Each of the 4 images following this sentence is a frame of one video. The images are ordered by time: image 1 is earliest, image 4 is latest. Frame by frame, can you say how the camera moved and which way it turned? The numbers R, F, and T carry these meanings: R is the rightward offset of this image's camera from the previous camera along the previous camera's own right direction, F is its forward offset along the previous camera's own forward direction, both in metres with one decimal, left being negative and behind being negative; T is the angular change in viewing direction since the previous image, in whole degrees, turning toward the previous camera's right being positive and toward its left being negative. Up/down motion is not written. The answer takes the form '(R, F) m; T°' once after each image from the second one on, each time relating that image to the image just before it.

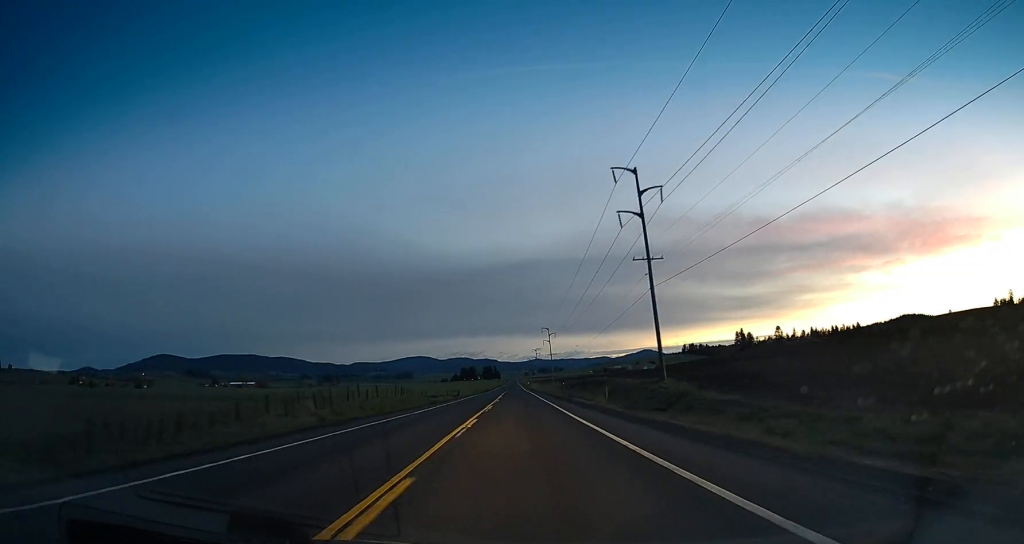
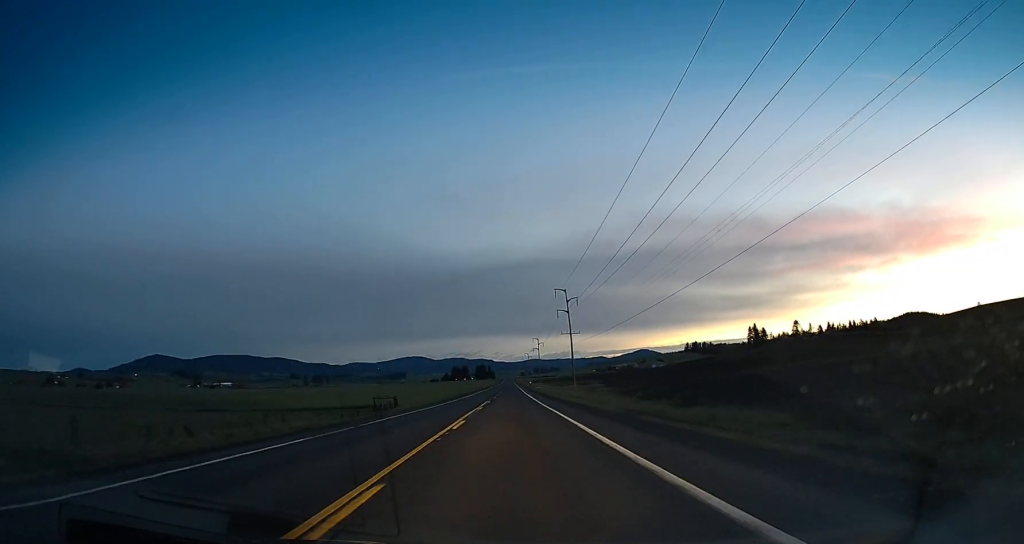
(+0.1, +76.6) m; 0°
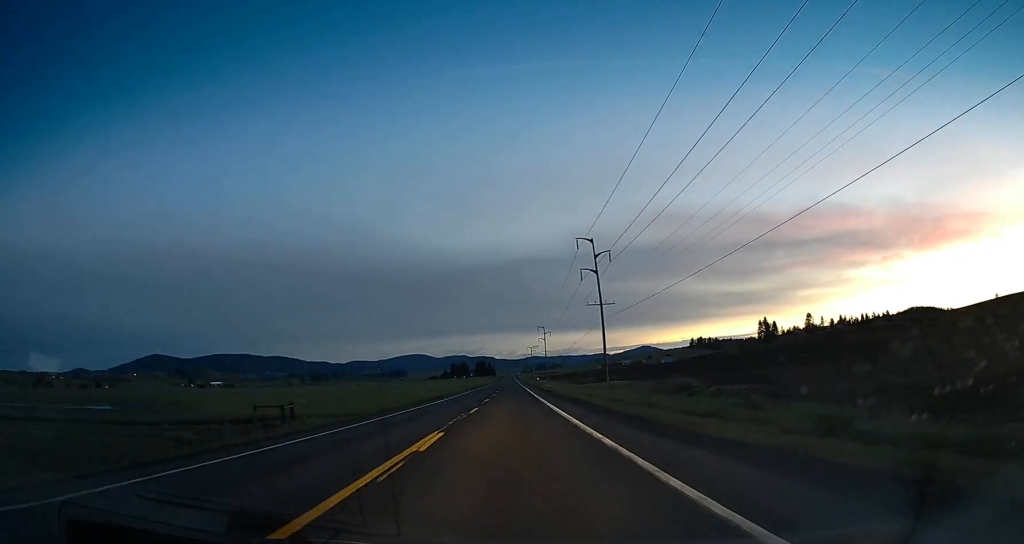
(+0.5, +36.8) m; +1°
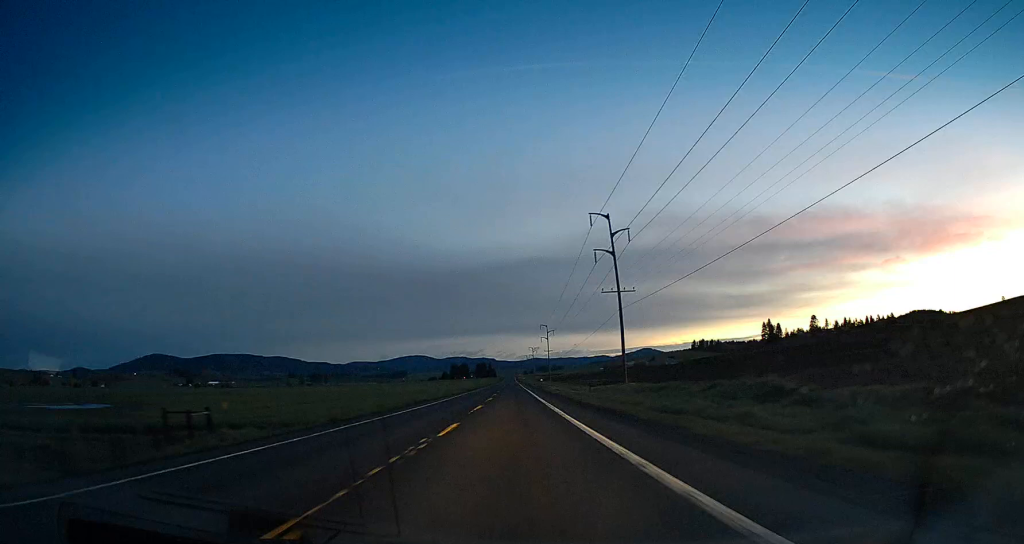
(-0.1, +11.6) m; 0°
